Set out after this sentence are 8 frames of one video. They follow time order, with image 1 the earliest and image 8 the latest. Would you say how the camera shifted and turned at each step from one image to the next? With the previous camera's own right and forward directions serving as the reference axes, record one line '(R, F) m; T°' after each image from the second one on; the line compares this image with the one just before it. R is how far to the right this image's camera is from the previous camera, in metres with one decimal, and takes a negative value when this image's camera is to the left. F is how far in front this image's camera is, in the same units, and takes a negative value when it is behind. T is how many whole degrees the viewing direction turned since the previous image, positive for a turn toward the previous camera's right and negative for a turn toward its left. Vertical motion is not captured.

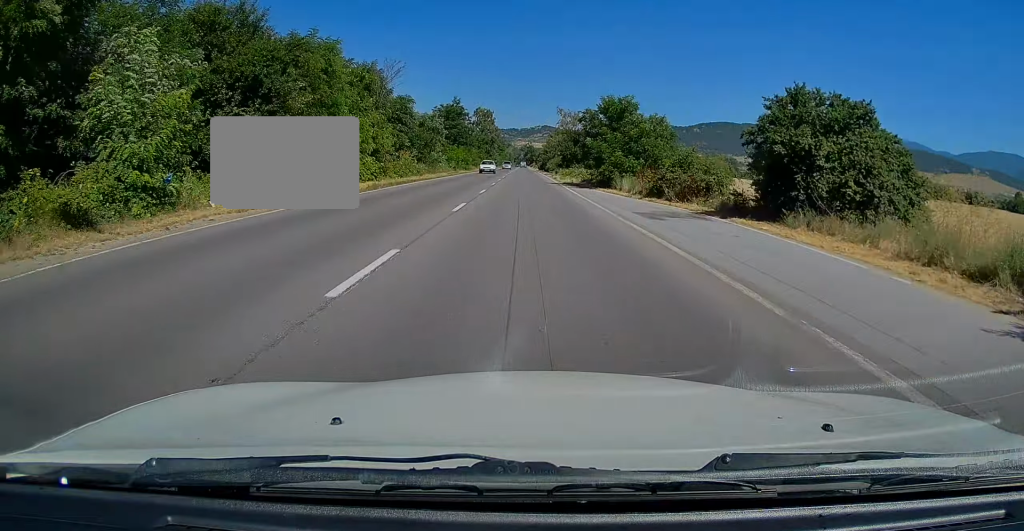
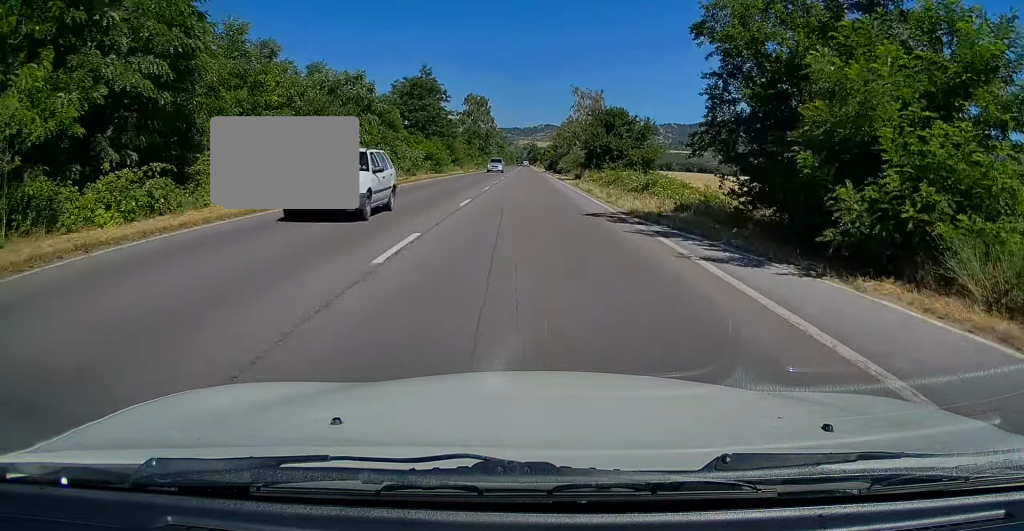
(+0.1, +27.9) m; 0°
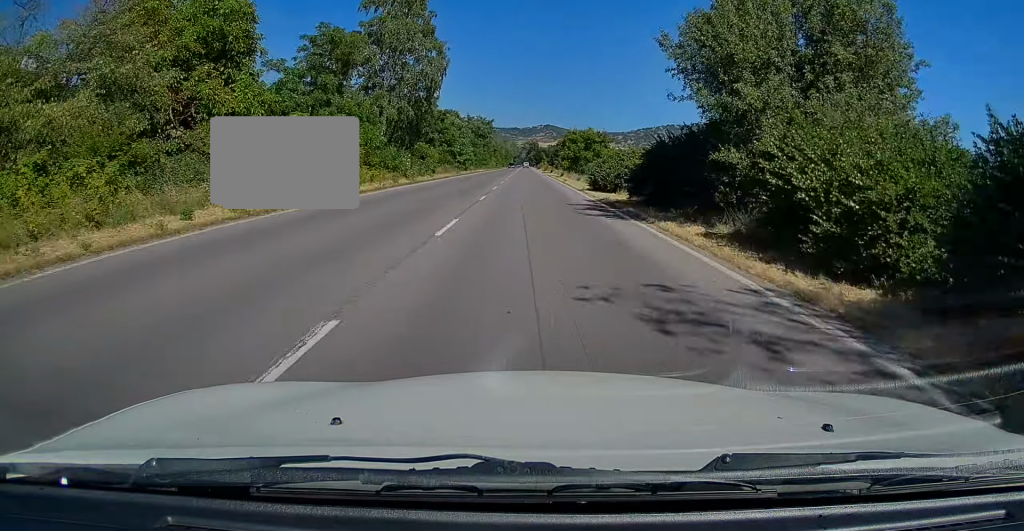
(0.0, +75.3) m; 0°
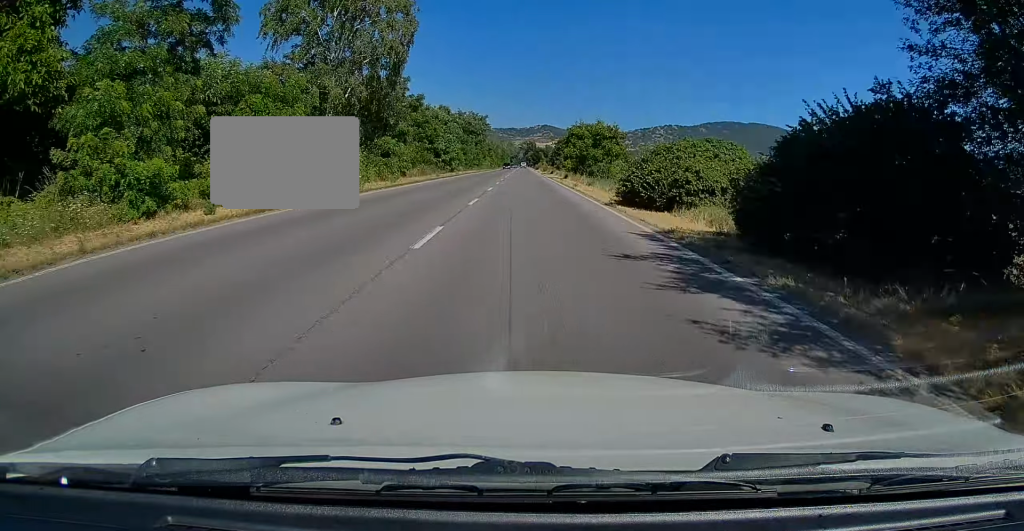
(+0.1, +11.9) m; 0°
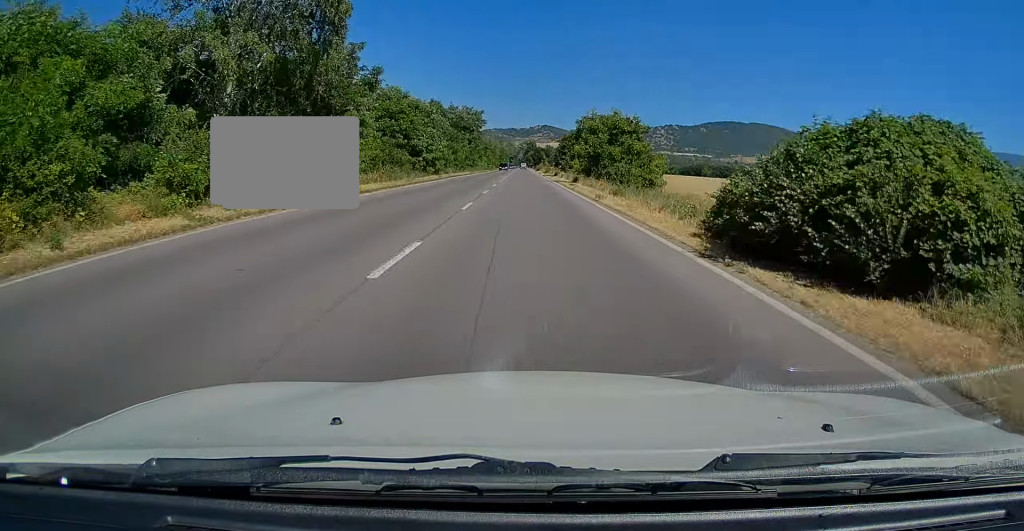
(-0.1, +11.8) m; 0°
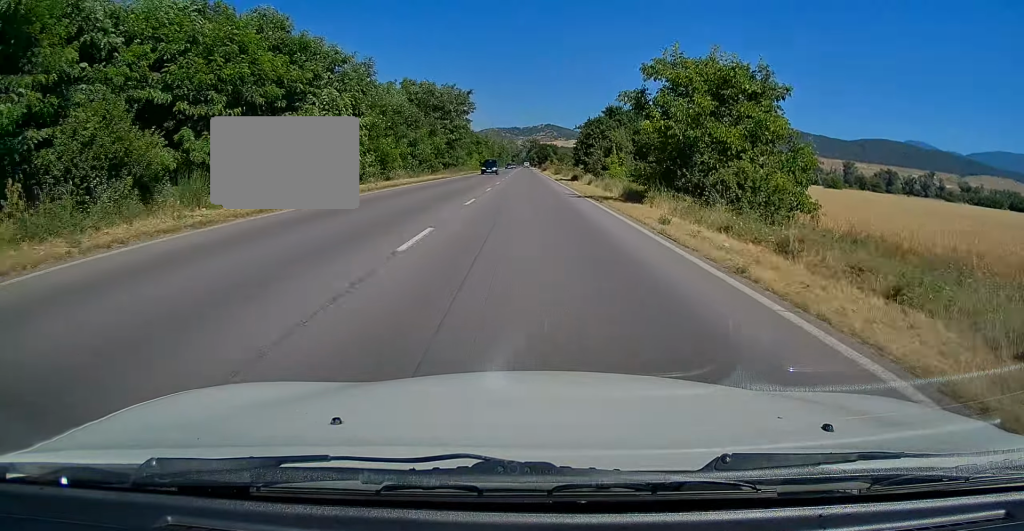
(0.0, +27.7) m; 0°
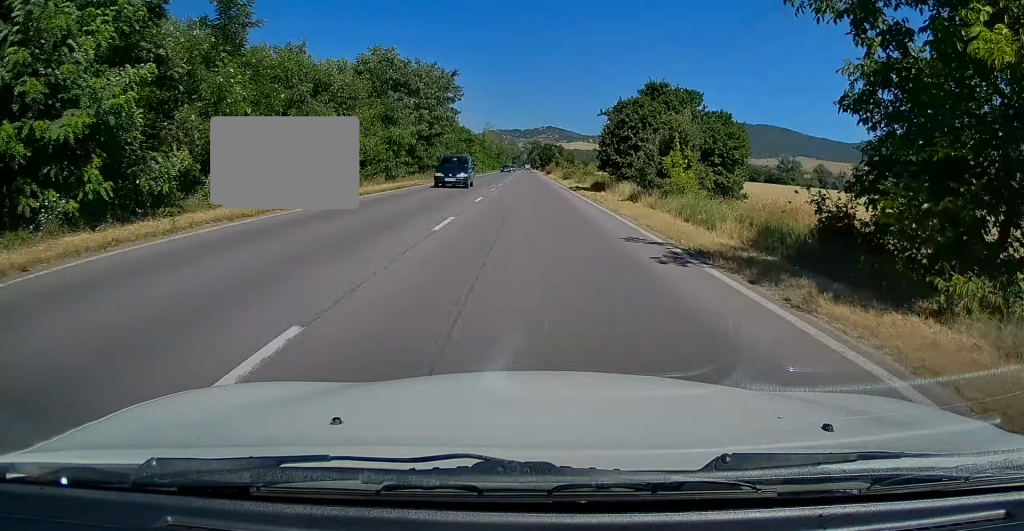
(-0.1, +16.7) m; 0°
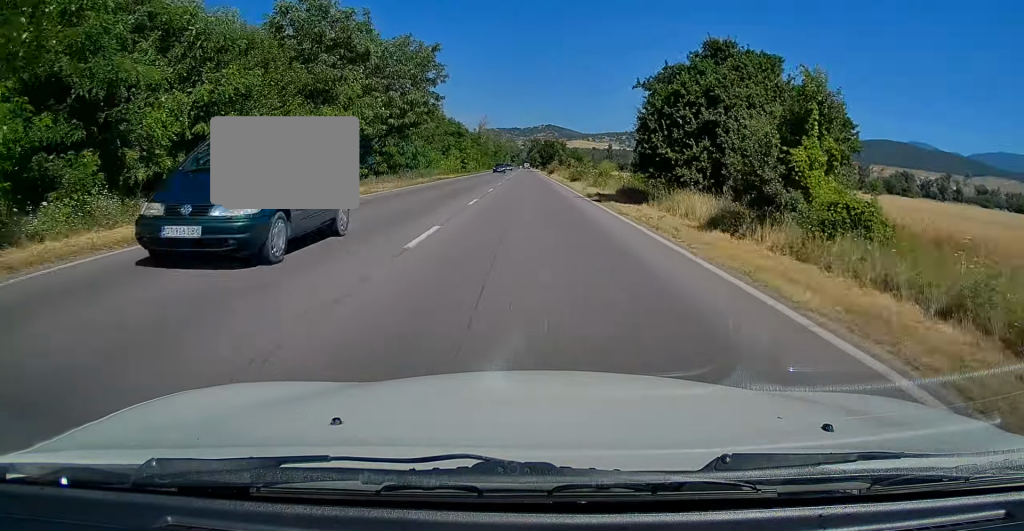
(-0.1, +11.9) m; 0°
